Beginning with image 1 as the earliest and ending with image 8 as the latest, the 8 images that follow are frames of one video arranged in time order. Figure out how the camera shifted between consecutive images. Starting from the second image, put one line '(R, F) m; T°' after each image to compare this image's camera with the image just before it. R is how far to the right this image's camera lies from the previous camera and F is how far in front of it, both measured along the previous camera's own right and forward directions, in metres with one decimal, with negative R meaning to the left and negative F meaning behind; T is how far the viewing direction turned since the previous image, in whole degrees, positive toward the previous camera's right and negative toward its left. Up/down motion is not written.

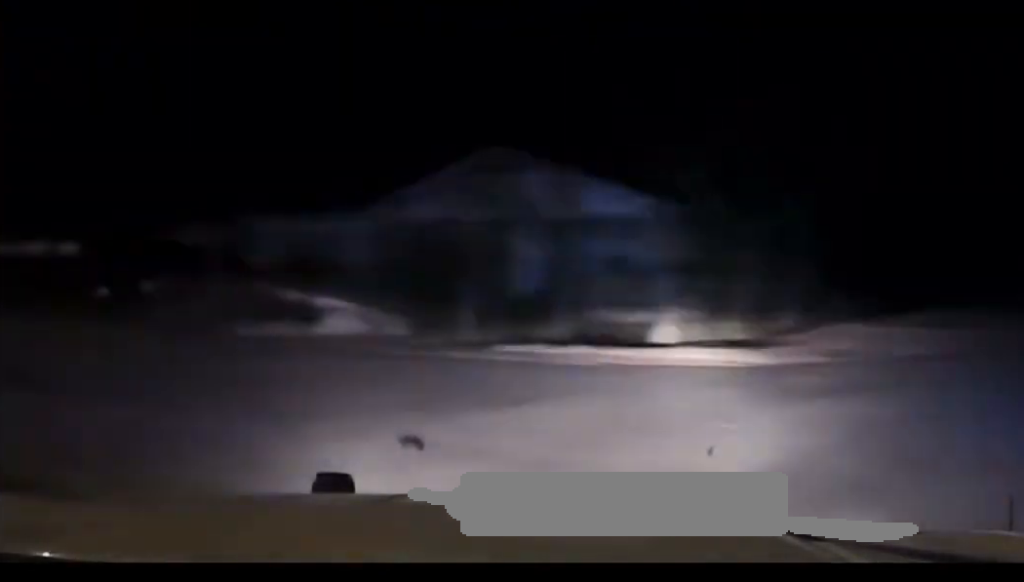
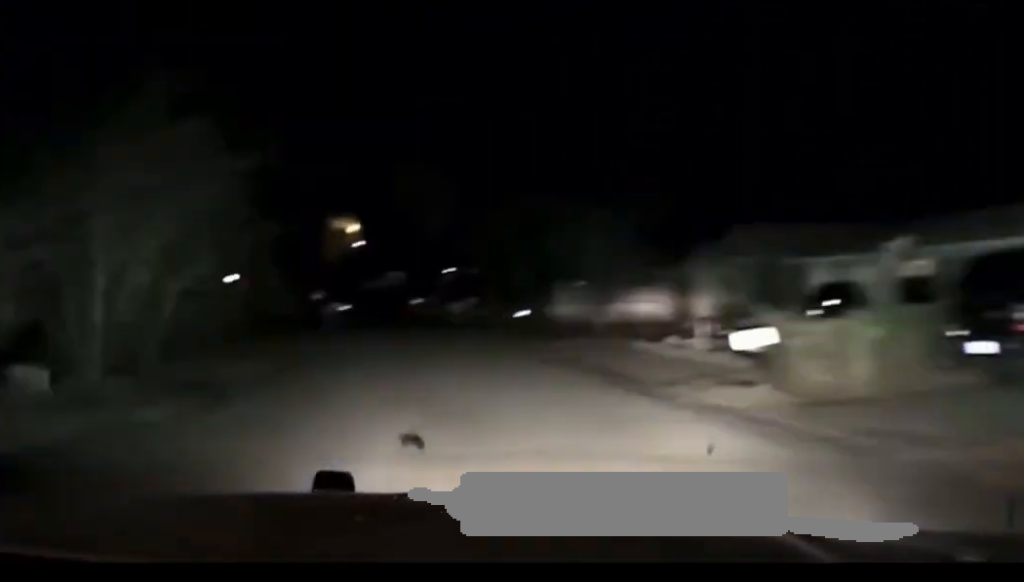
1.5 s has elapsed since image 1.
(-5.2, +15.9) m; -30°
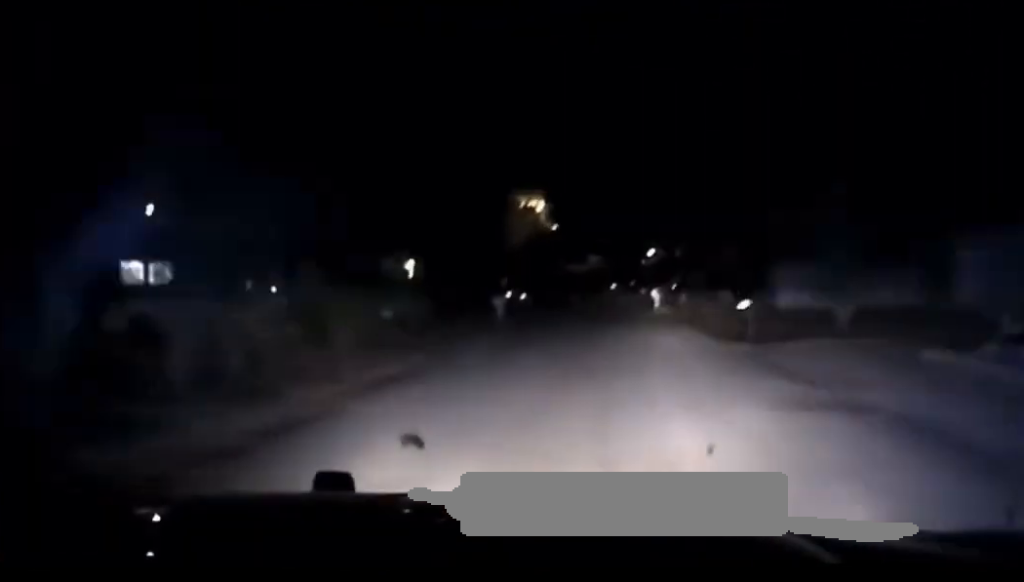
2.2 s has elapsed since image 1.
(-0.6, +10.7) m; -3°
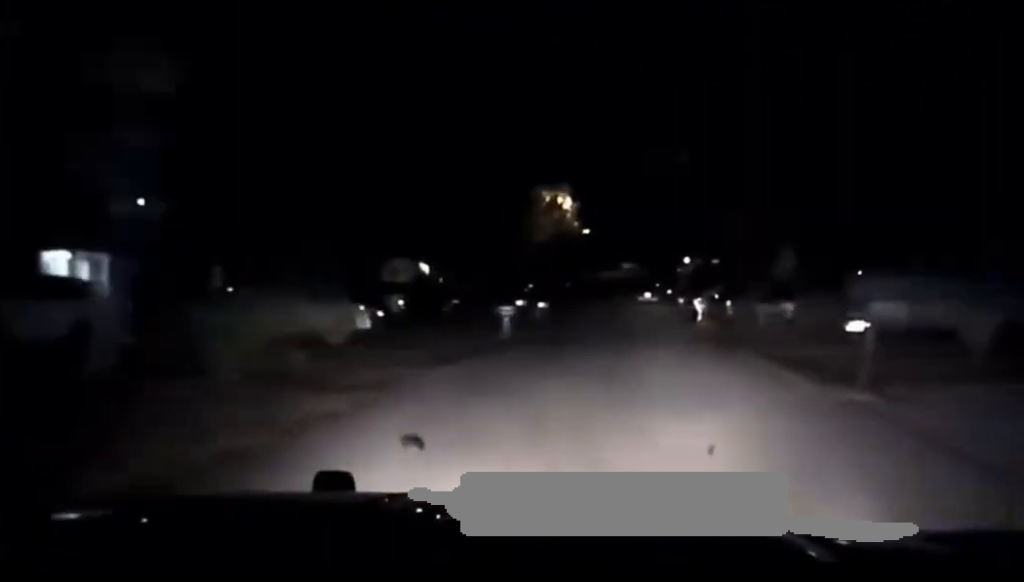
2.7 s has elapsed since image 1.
(-0.1, +8.9) m; -1°
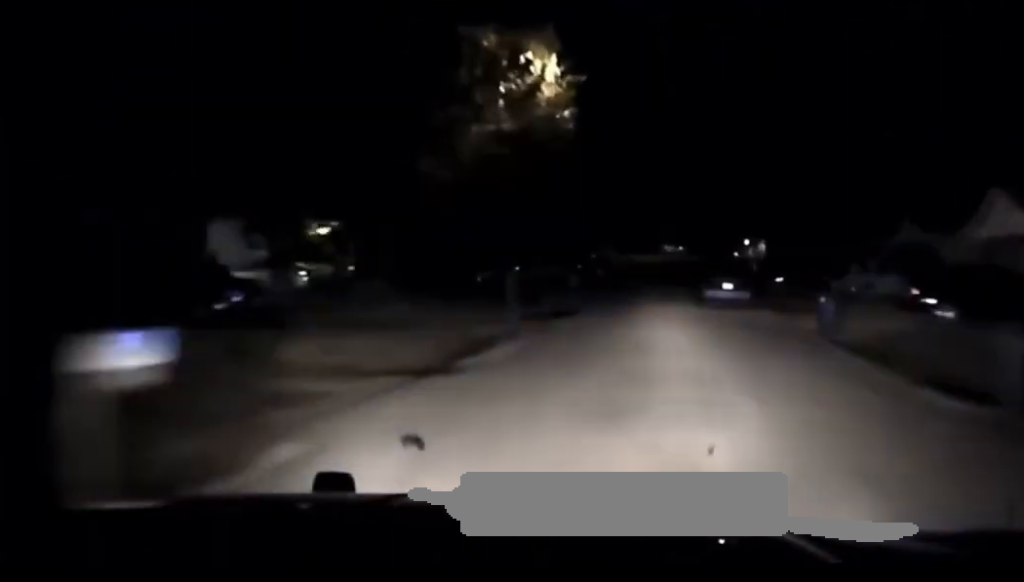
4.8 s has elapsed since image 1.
(+0.3, +46.1) m; +1°
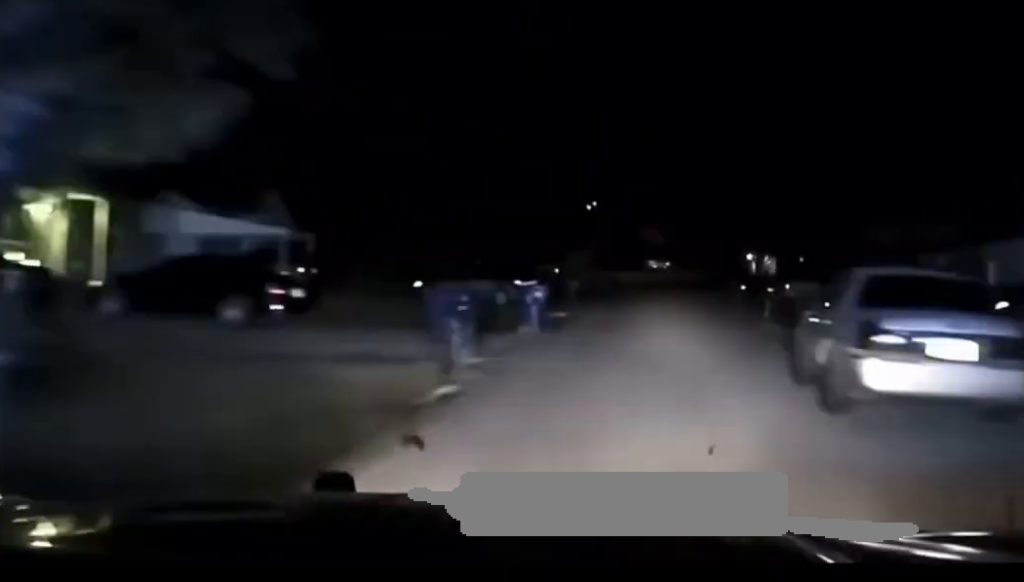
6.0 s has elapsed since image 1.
(0.0, +28.0) m; 0°
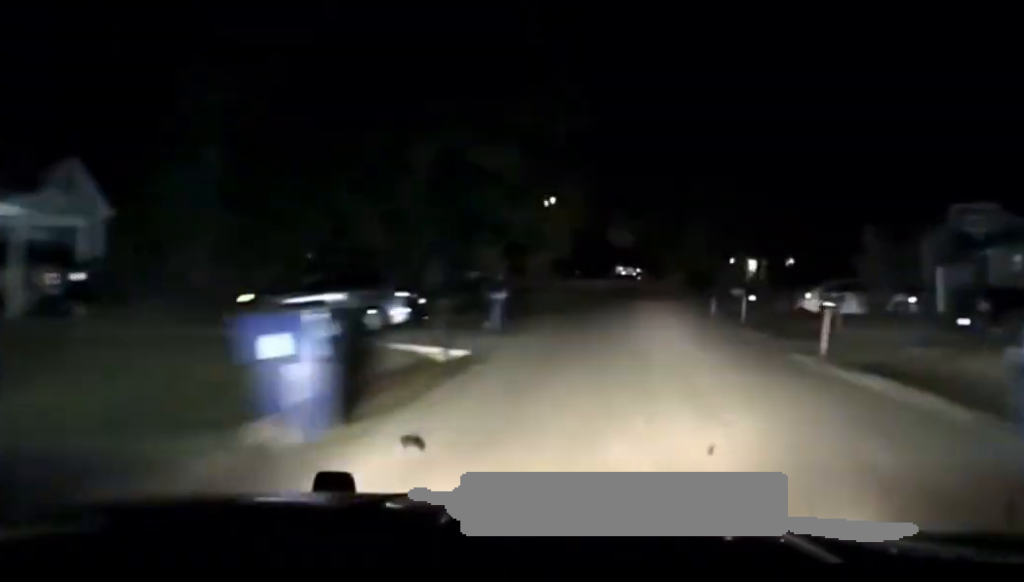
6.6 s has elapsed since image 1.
(0.0, +14.6) m; 0°
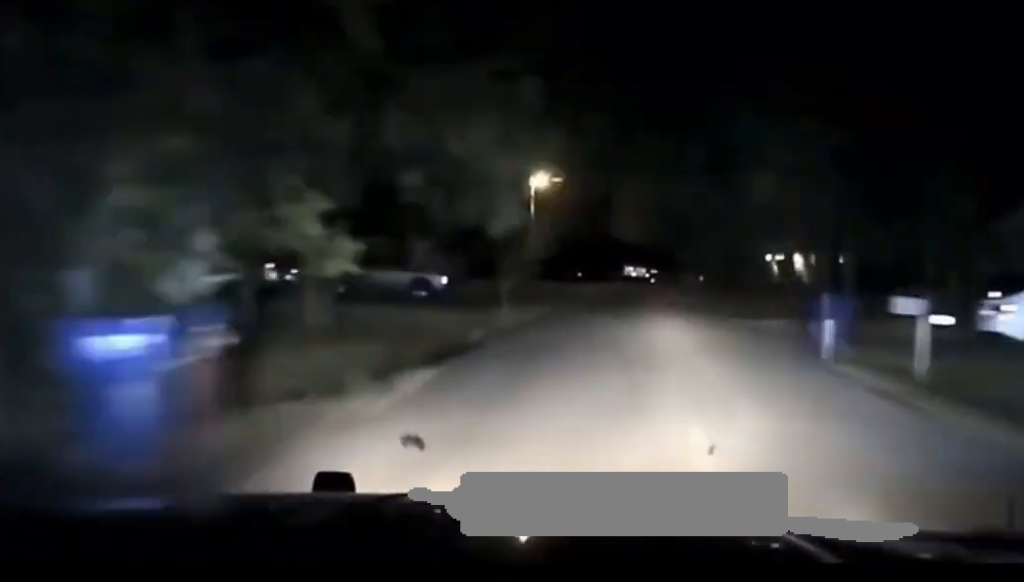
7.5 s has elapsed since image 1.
(+0.2, +19.4) m; 0°
